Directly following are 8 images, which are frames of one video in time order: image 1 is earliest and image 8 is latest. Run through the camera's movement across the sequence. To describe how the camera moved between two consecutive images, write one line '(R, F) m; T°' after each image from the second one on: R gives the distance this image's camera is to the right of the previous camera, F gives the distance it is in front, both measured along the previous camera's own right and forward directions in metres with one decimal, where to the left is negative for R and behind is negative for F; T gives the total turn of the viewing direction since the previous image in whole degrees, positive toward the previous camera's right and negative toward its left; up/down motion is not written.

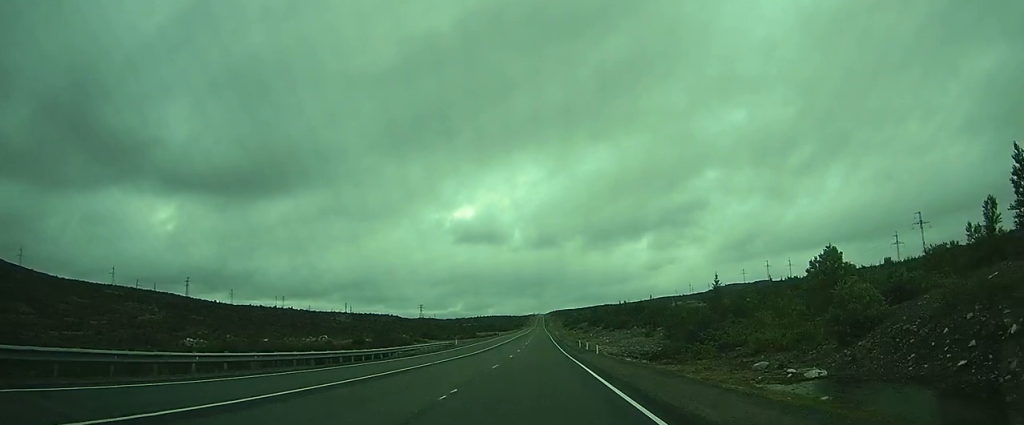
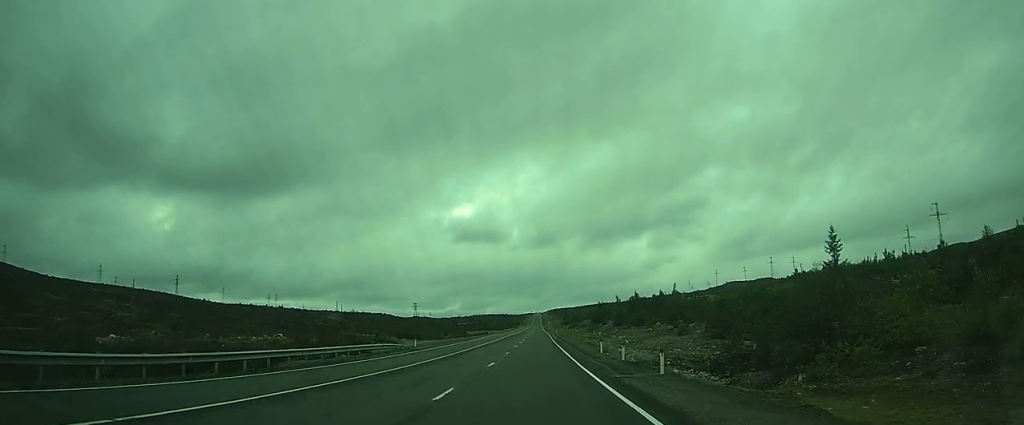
(-0.1, +24.4) m; 0°
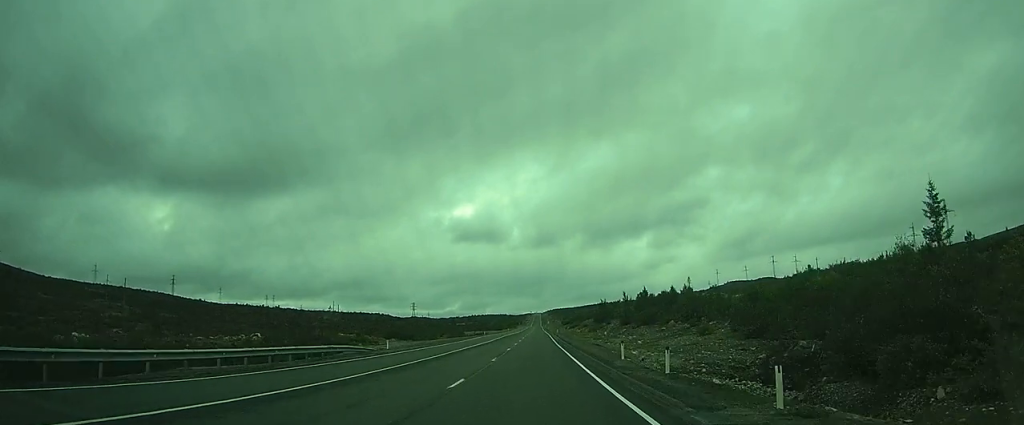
(0.0, +9.8) m; 0°
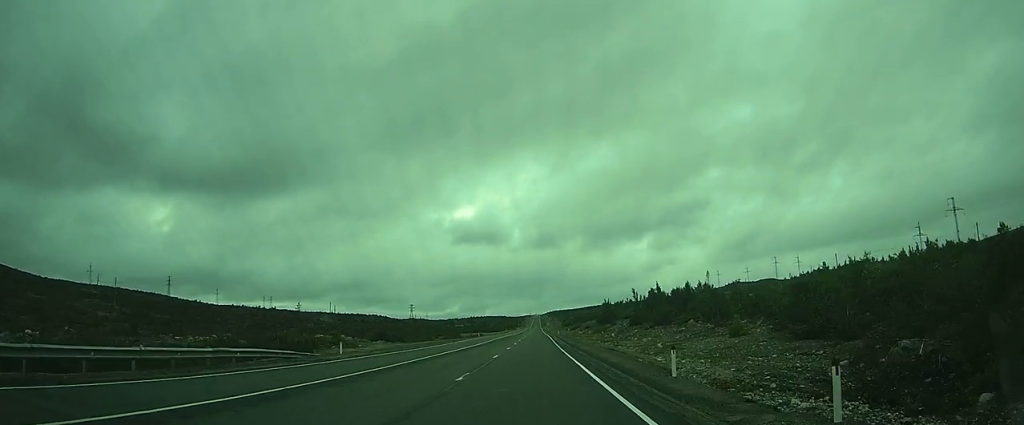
(0.0, +10.5) m; 0°
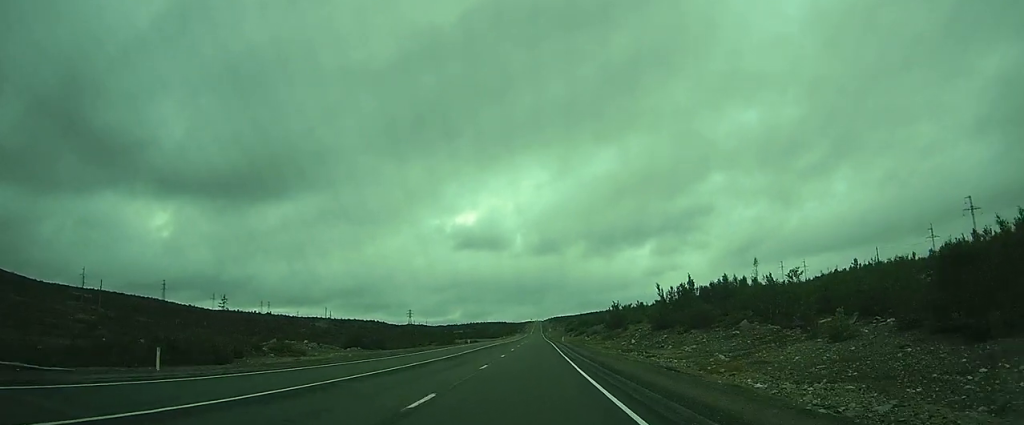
(+0.1, +17.6) m; 0°
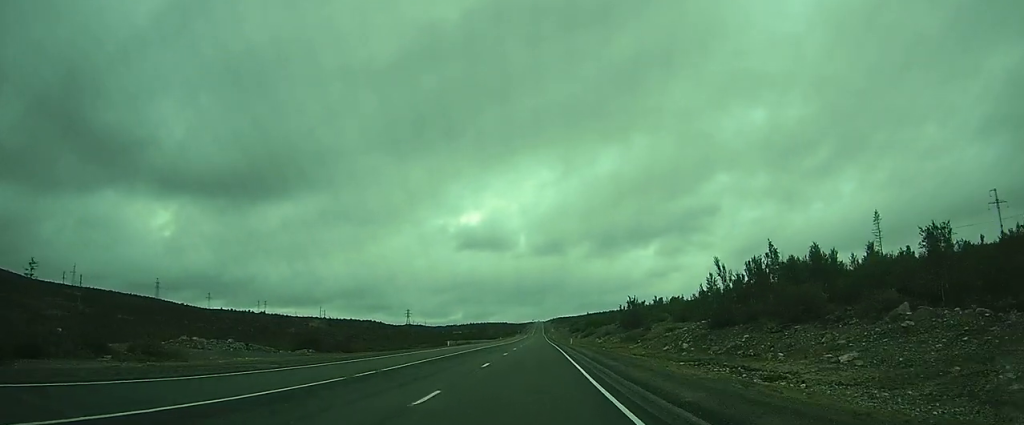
(+0.1, +23.3) m; 0°
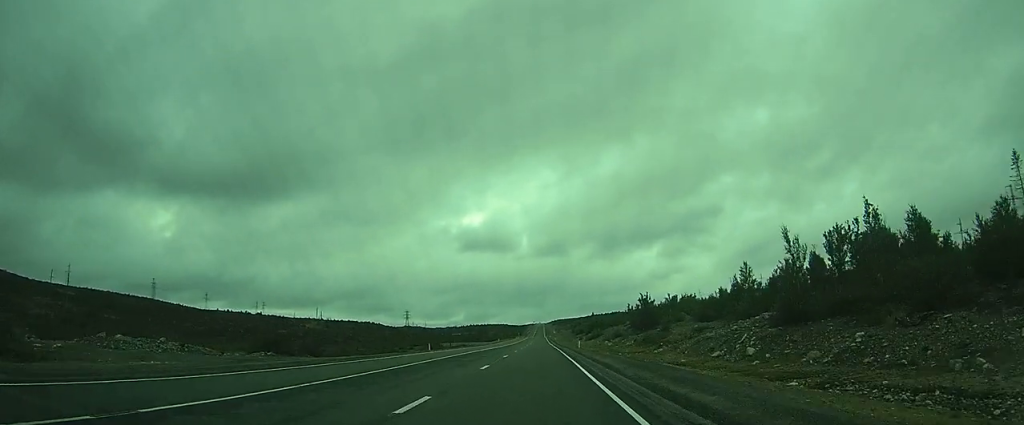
(0.0, +13.4) m; 0°
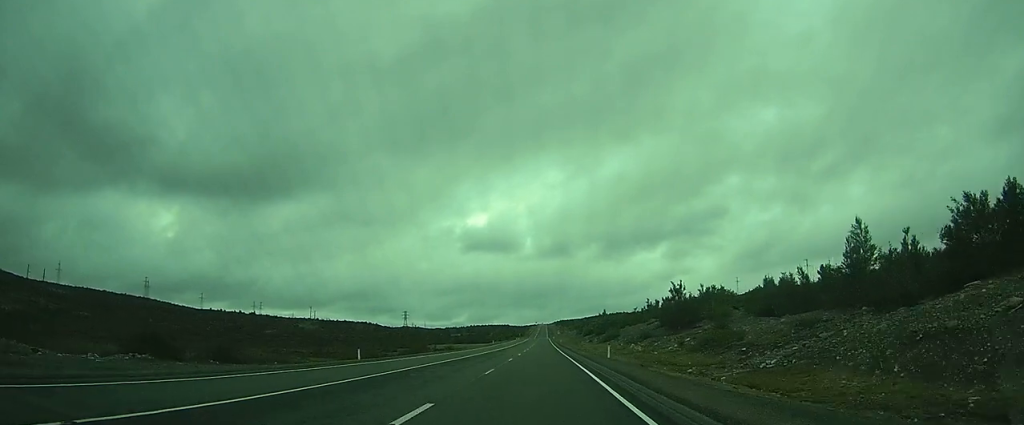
(+0.2, +24.6) m; +1°
